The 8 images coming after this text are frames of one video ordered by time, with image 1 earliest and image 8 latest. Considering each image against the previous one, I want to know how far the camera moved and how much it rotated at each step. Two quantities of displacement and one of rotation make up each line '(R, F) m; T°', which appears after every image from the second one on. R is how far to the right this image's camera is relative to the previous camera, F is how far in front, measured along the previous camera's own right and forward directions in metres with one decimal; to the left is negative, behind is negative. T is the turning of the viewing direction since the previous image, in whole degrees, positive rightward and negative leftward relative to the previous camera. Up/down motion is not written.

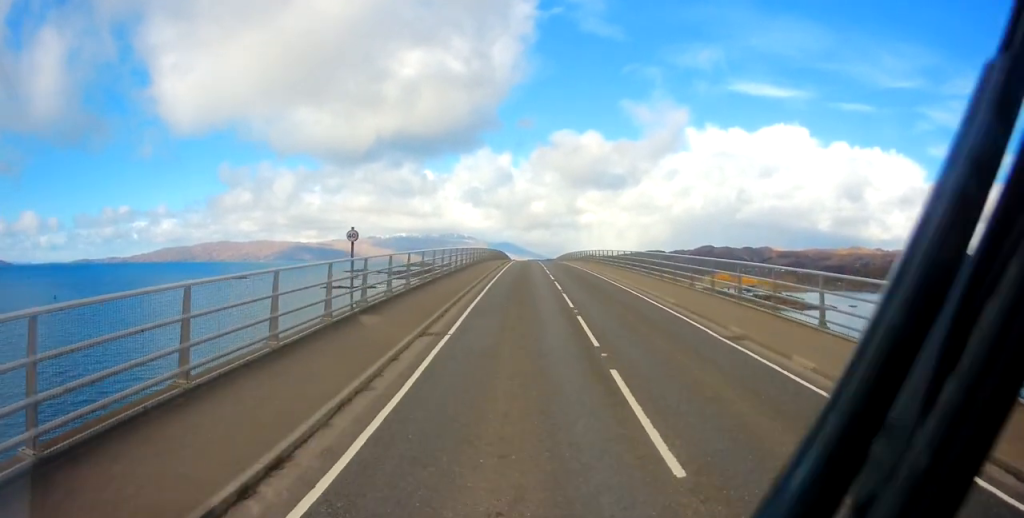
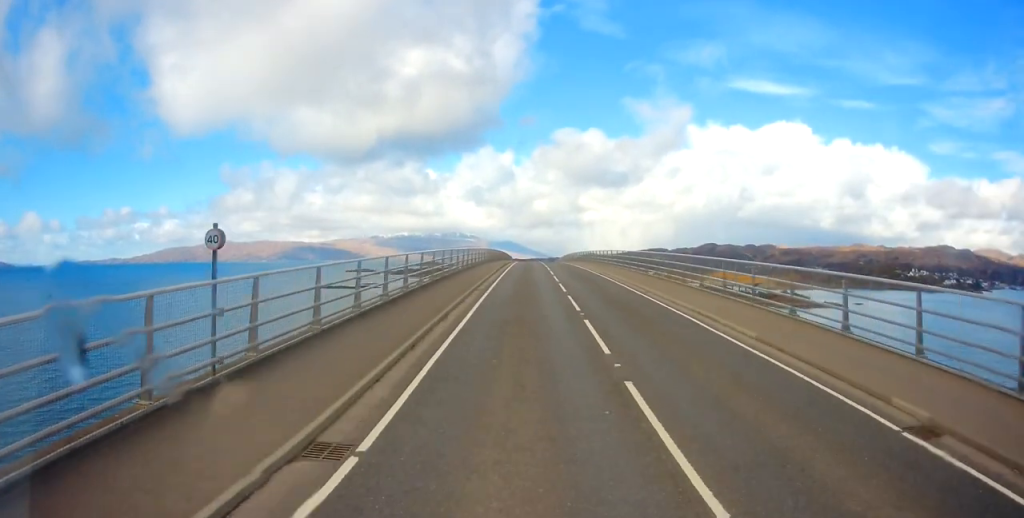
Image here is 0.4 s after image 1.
(0.0, +6.9) m; 0°
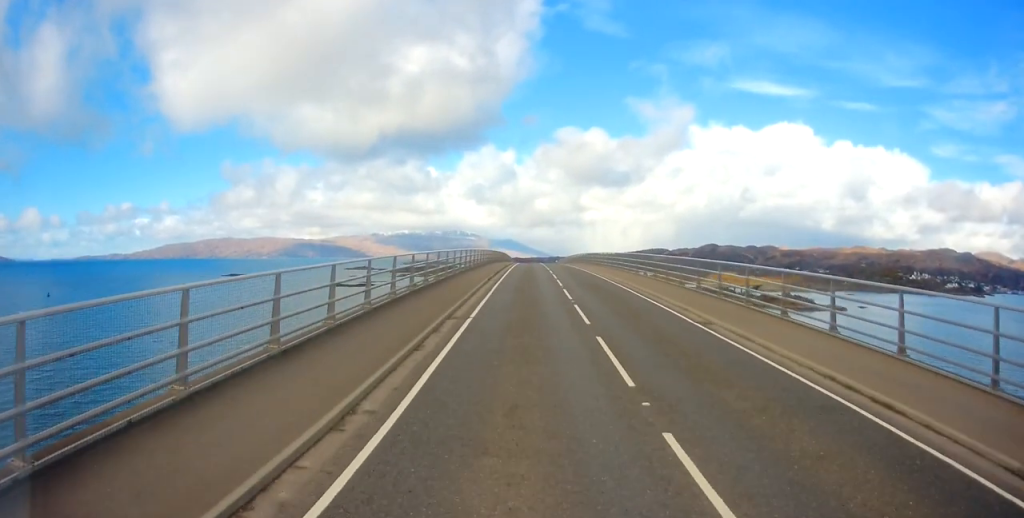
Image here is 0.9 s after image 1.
(0.0, +8.3) m; 0°
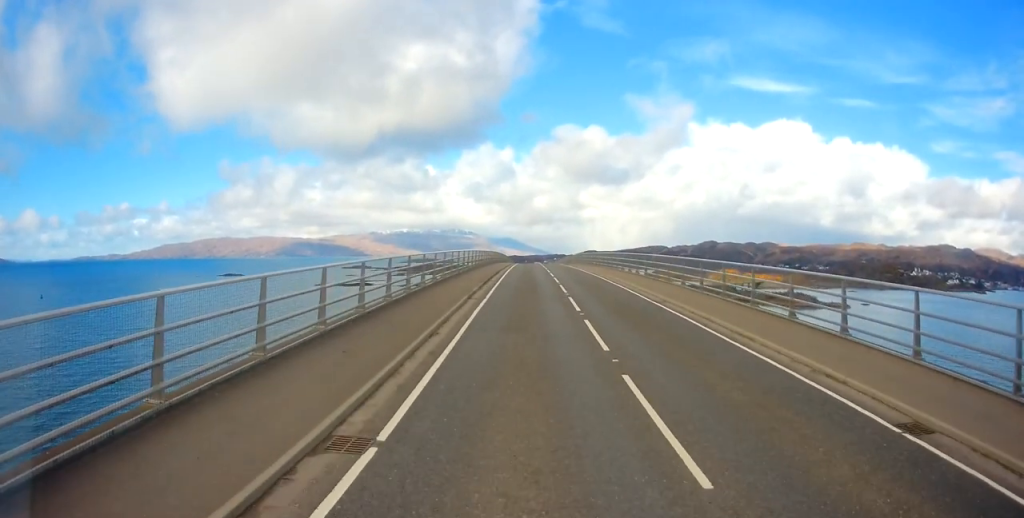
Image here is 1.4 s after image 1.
(-0.1, +9.1) m; +1°
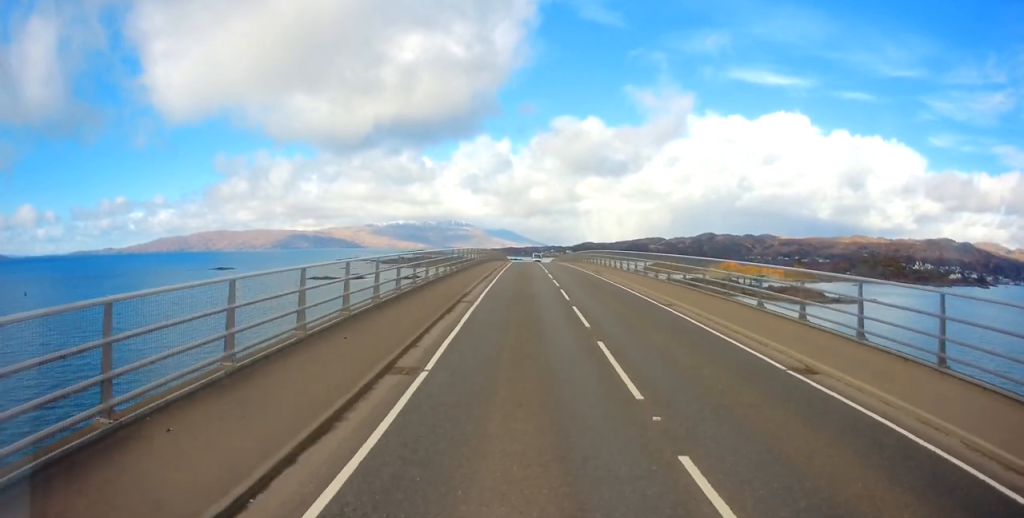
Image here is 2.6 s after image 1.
(+0.4, +21.2) m; +2°
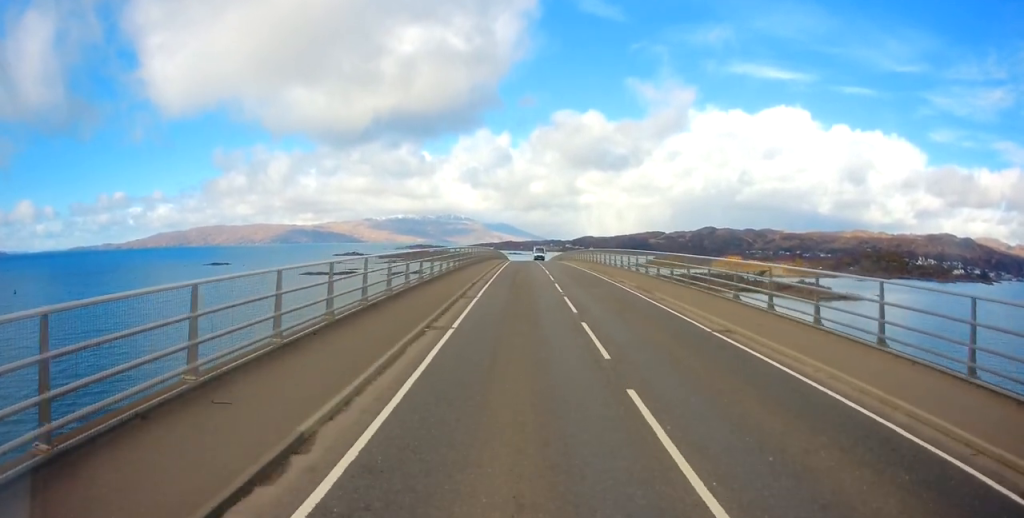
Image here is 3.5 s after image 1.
(0.0, +16.0) m; -1°
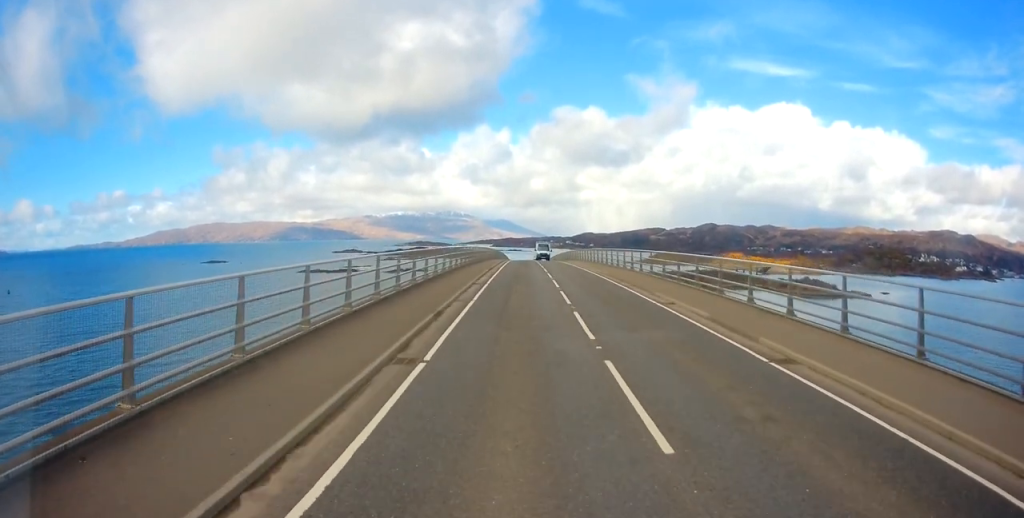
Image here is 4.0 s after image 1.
(-0.1, +10.3) m; -1°
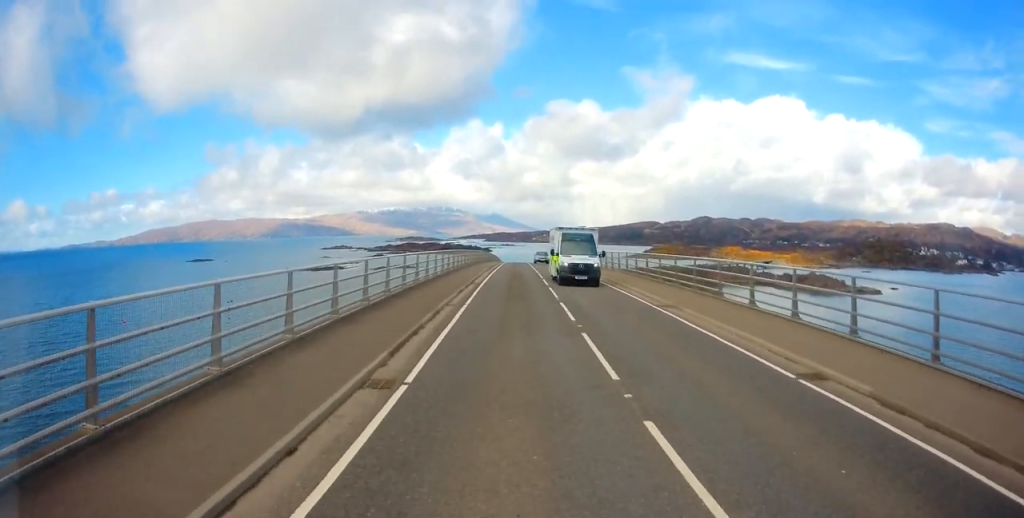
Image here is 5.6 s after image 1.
(+0.2, +27.7) m; +1°
